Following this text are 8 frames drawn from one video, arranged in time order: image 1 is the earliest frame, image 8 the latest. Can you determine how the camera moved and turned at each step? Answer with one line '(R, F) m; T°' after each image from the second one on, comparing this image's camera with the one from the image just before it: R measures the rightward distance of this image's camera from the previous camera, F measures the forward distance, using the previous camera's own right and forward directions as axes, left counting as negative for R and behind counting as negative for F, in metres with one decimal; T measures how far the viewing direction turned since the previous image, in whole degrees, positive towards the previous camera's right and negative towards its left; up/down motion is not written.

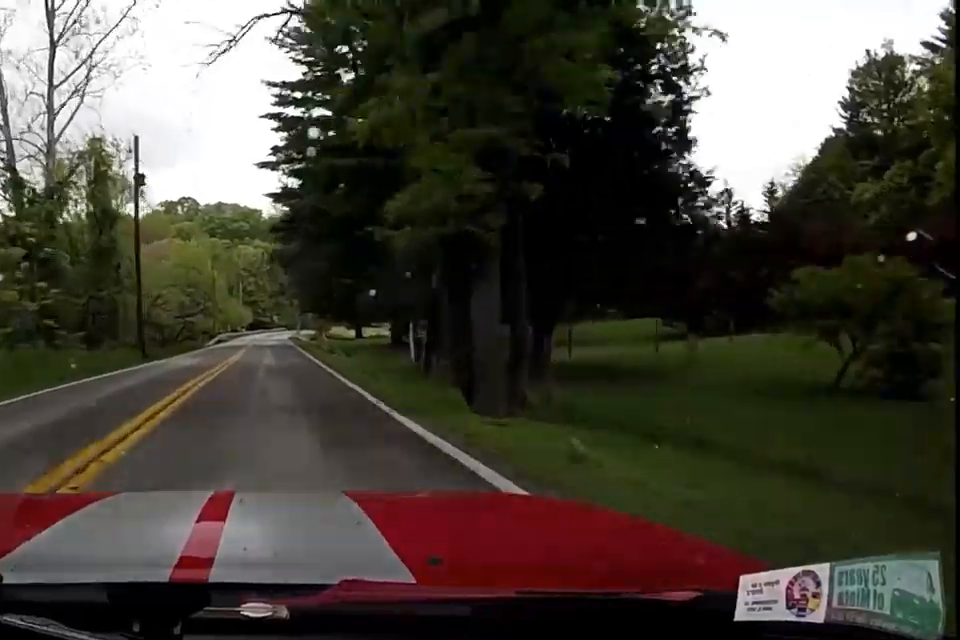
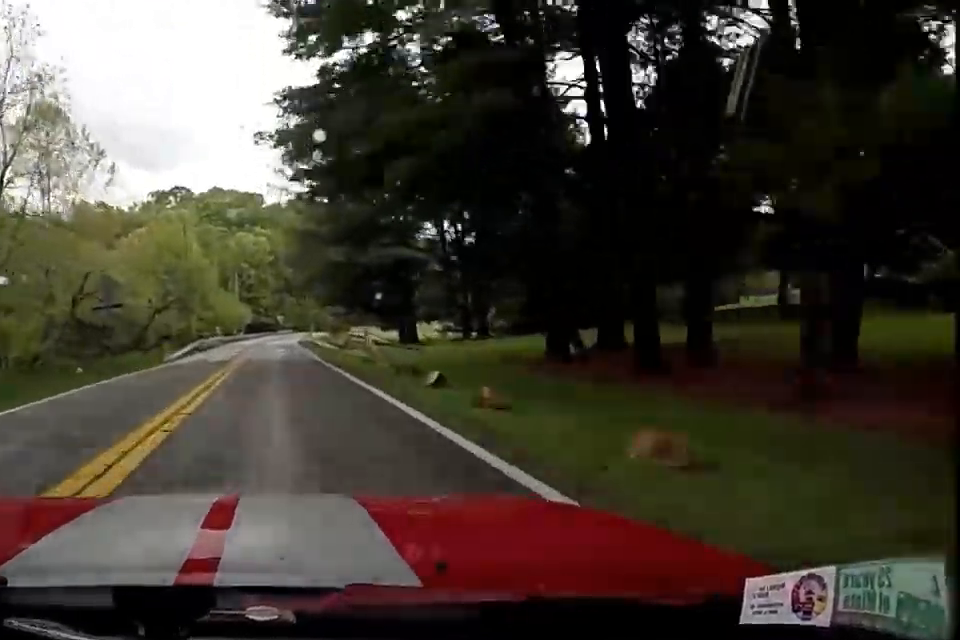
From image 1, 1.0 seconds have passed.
(0.0, +23.1) m; 0°
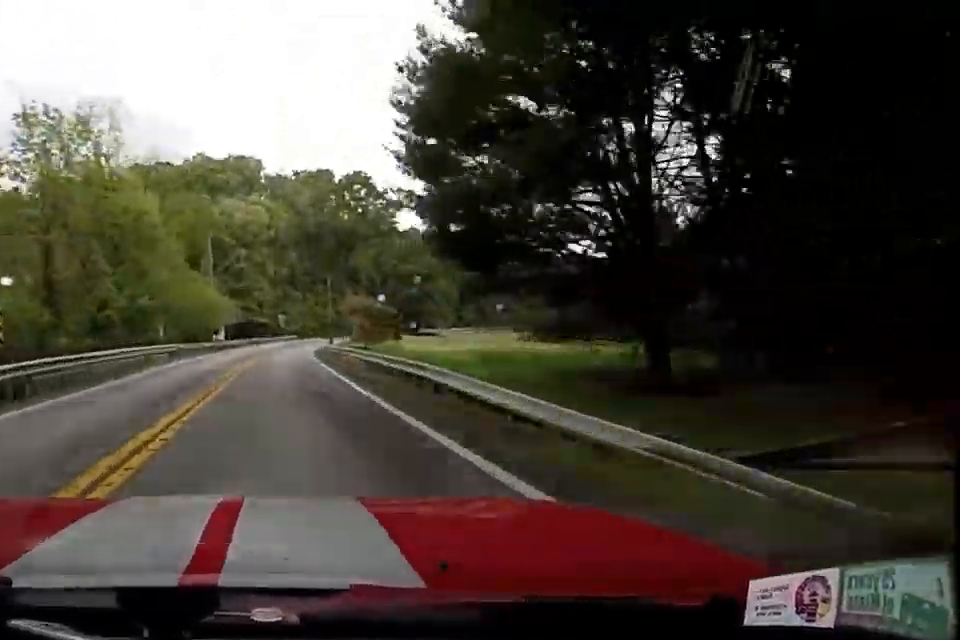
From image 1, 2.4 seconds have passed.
(0.0, +34.7) m; +3°
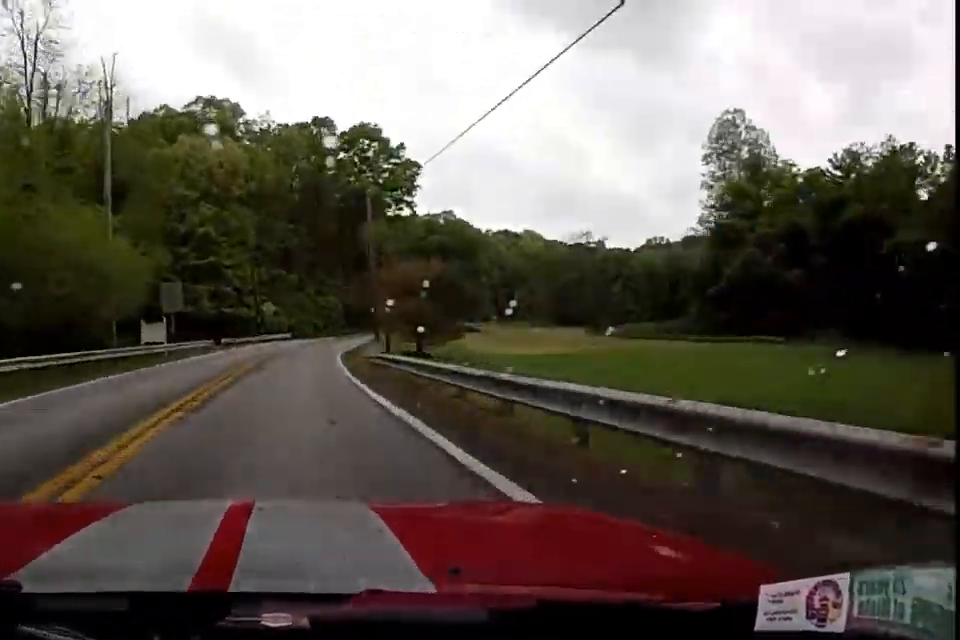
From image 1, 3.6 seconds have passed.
(+1.4, +28.1) m; +9°
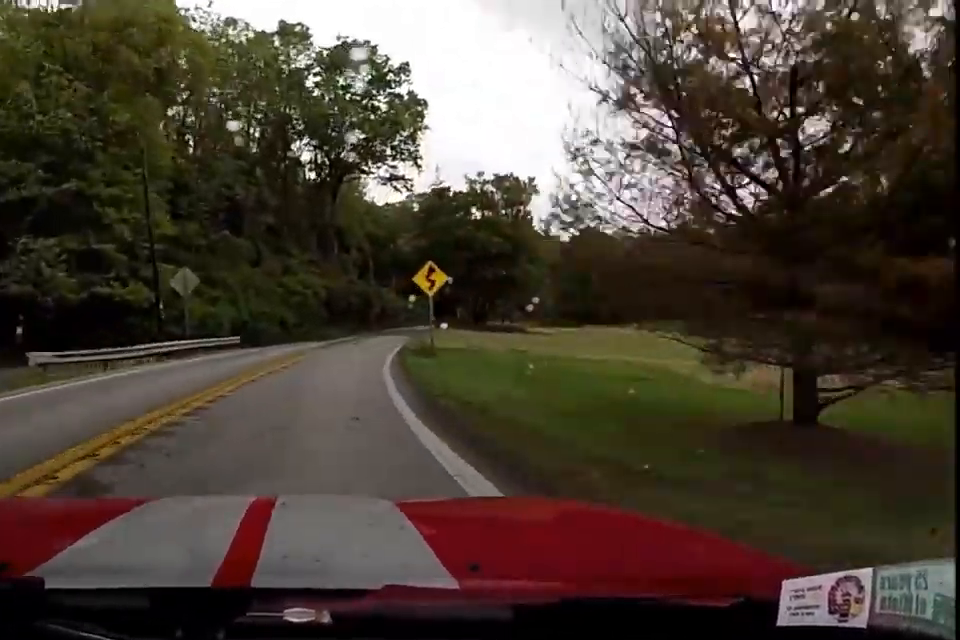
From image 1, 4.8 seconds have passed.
(+3.1, +29.1) m; +9°
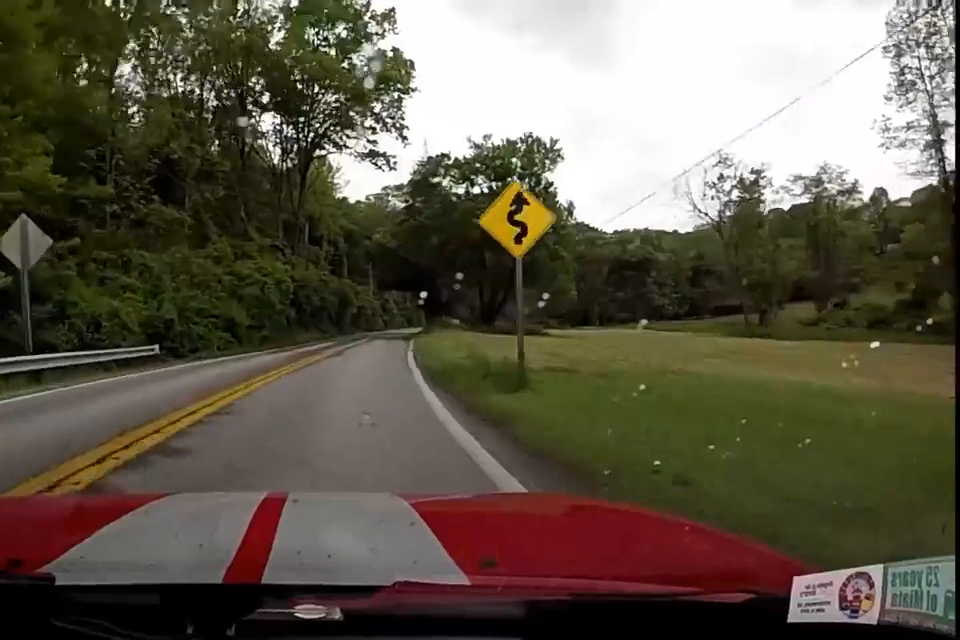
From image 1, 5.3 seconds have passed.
(+0.6, +12.2) m; +2°
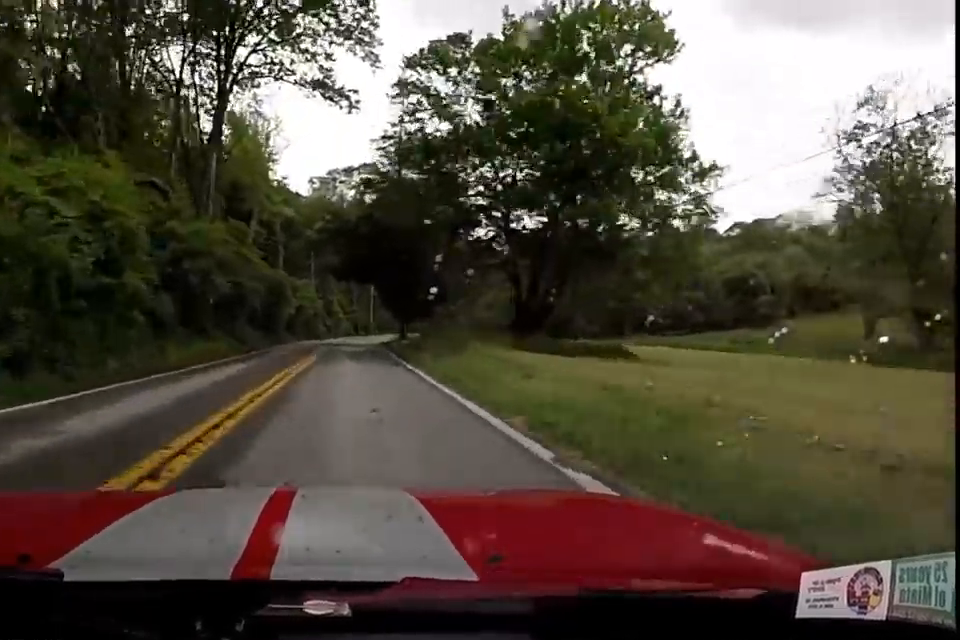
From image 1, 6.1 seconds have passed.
(+0.5, +20.3) m; +2°
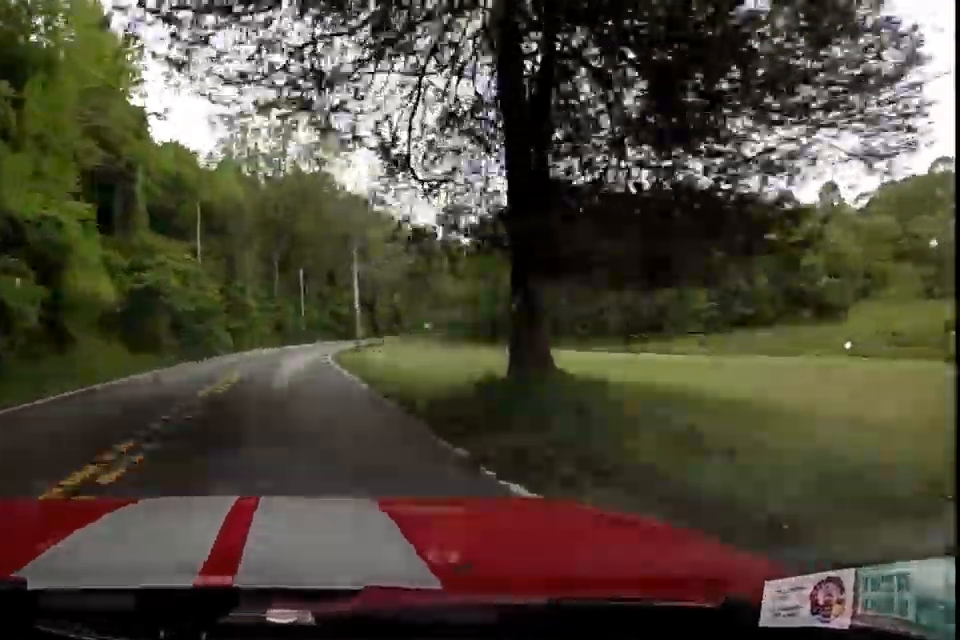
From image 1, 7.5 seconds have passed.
(+0.1, +34.4) m; 0°
